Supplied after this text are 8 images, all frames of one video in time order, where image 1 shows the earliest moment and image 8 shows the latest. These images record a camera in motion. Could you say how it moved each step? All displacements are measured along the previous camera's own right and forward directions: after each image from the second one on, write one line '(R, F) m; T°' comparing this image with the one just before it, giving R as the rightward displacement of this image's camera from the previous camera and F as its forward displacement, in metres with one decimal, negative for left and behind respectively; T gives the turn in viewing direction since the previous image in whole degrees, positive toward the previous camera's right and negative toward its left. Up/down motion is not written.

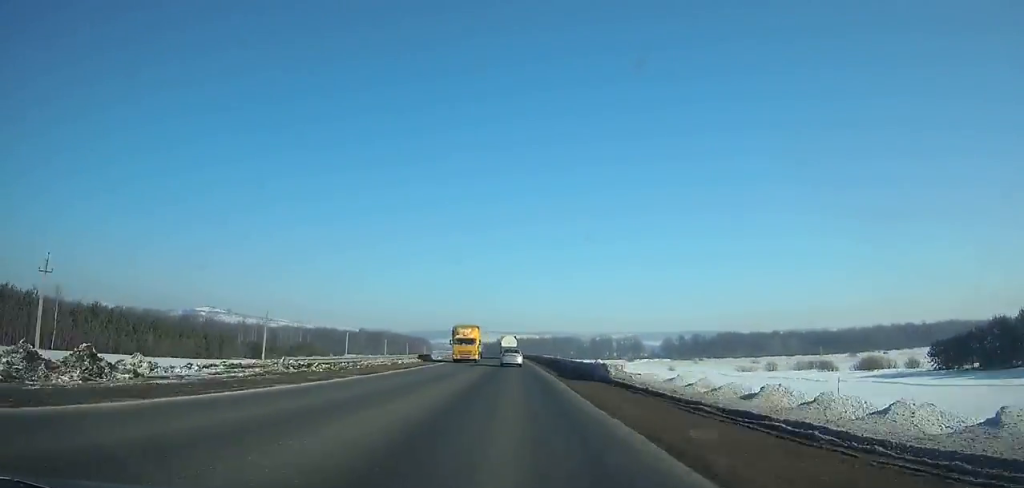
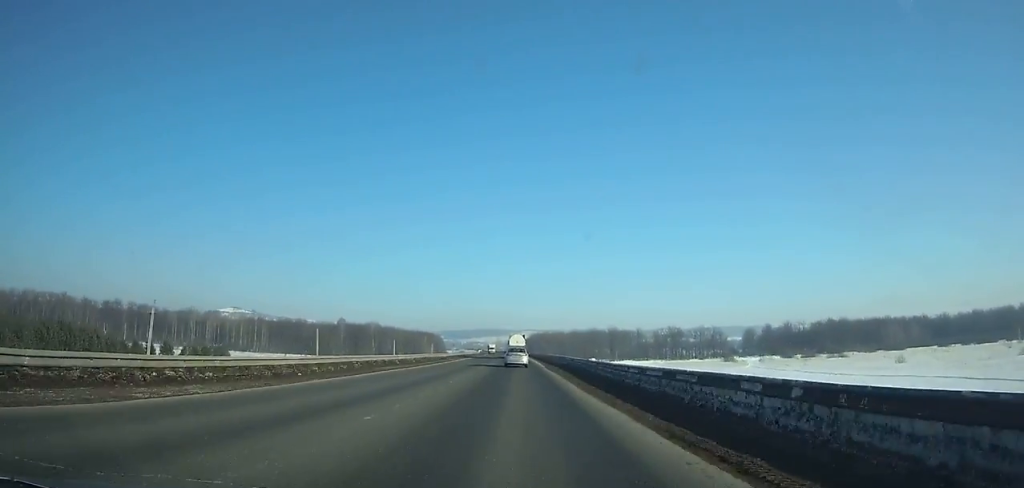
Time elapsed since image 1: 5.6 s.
(-3.3, +132.5) m; -3°
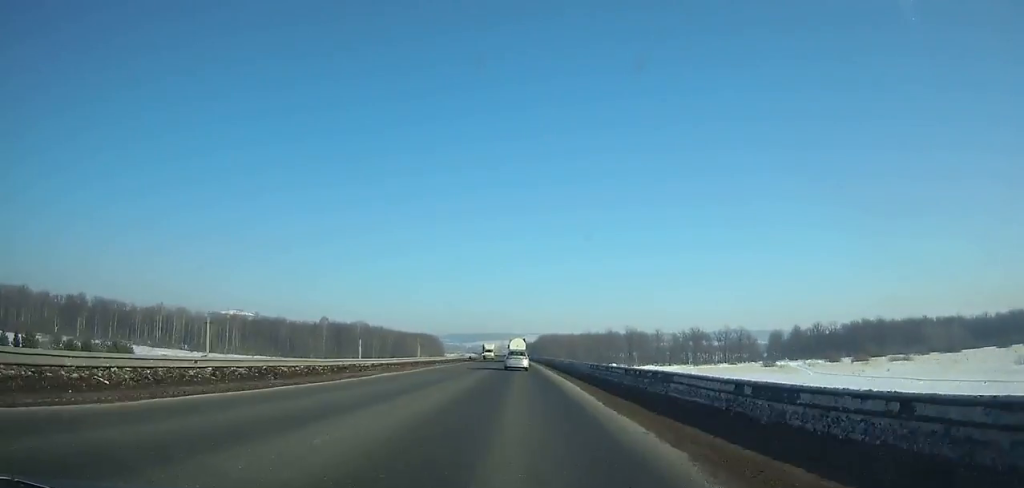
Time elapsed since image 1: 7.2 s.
(-0.2, +38.2) m; -1°
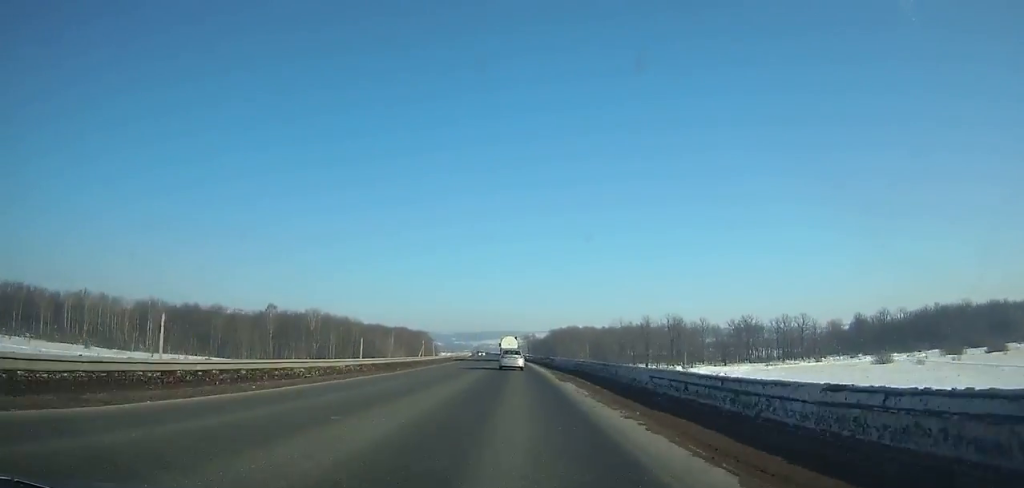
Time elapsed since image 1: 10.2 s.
(-0.4, +71.8) m; -1°
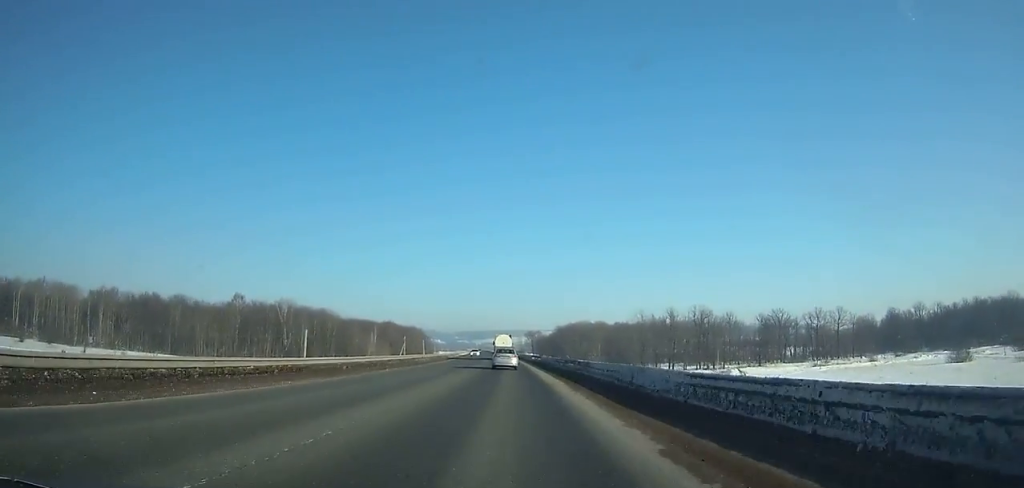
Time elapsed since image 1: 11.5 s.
(-0.6, +30.8) m; -1°
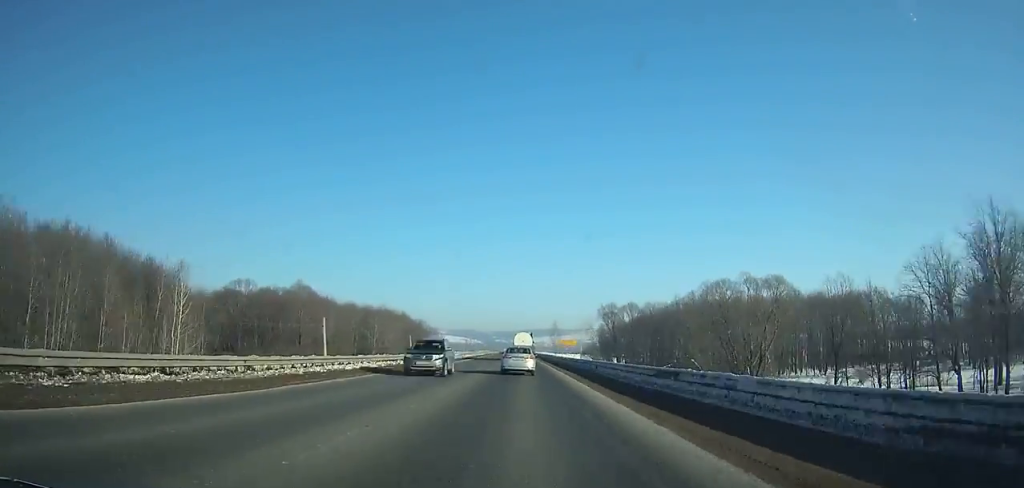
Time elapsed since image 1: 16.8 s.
(-3.7, +122.5) m; -3°
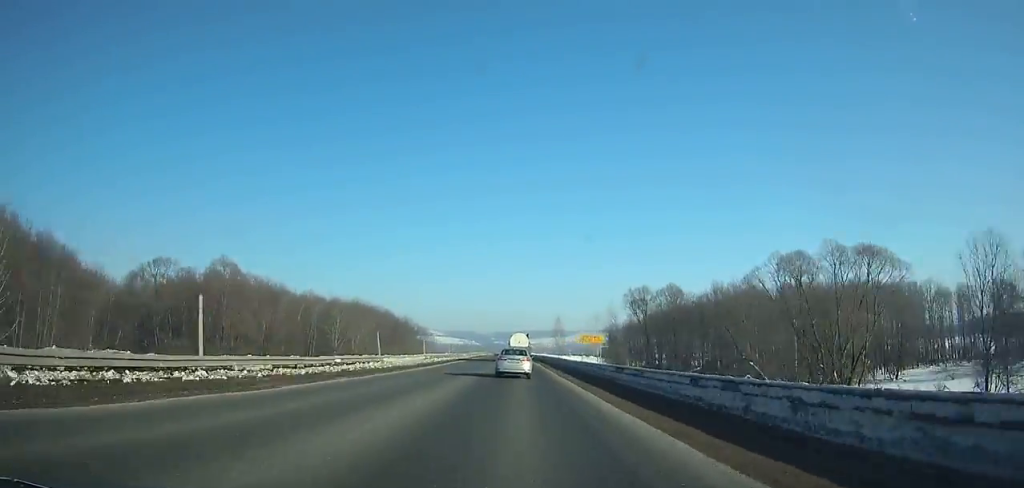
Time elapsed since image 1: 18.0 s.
(-0.1, +26.5) m; 0°
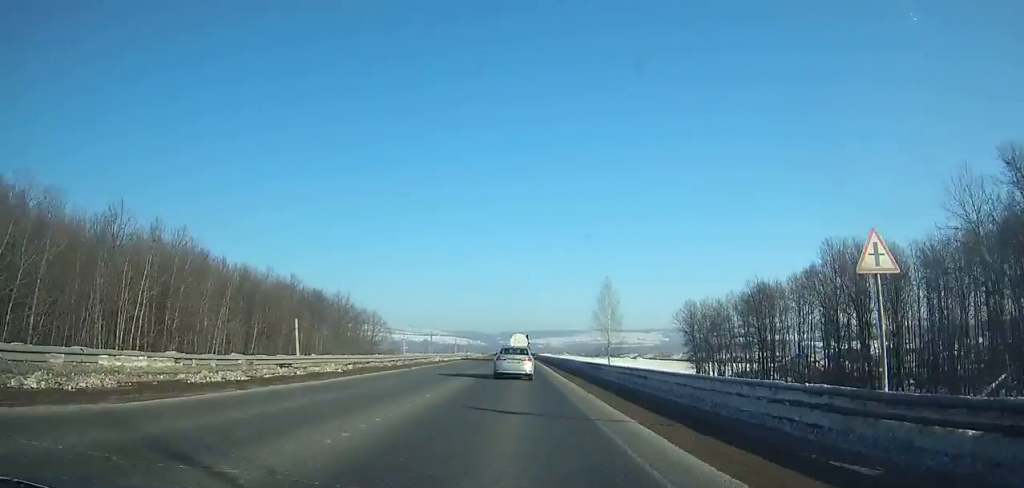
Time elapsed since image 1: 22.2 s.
(-0.6, +90.4) m; 0°
